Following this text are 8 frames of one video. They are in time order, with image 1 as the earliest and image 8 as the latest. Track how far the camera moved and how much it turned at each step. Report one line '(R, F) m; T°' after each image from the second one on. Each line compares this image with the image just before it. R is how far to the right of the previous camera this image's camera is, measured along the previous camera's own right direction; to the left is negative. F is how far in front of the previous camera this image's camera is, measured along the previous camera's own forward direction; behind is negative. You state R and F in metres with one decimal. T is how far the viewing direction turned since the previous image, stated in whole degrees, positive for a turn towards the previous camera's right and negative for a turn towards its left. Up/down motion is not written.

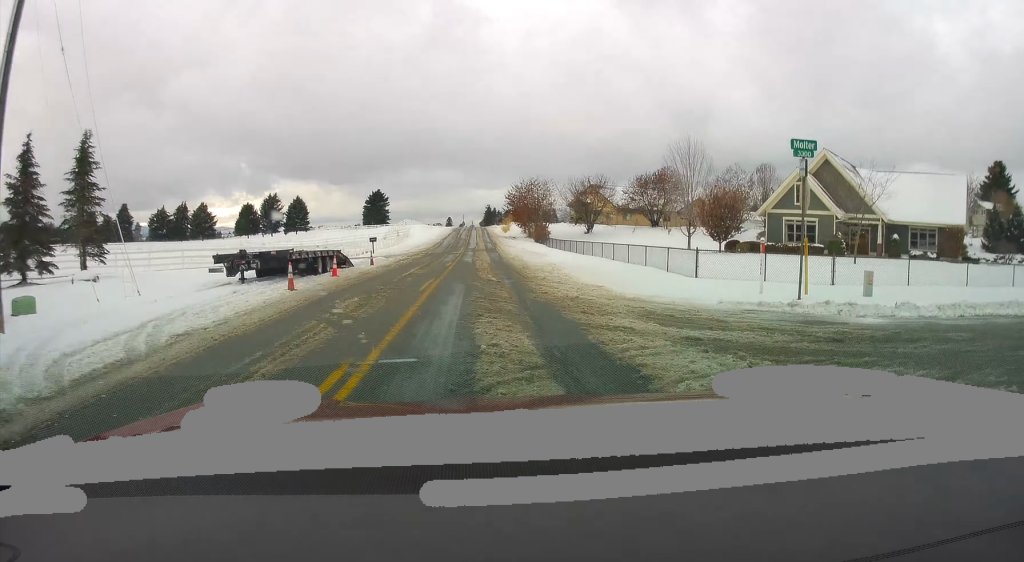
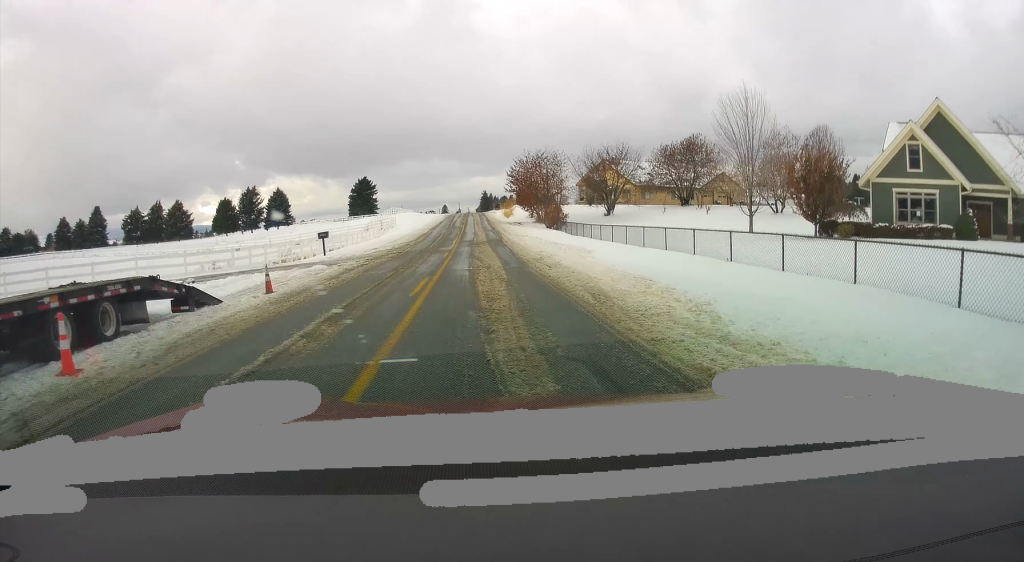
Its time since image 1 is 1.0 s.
(0.0, +14.6) m; 0°
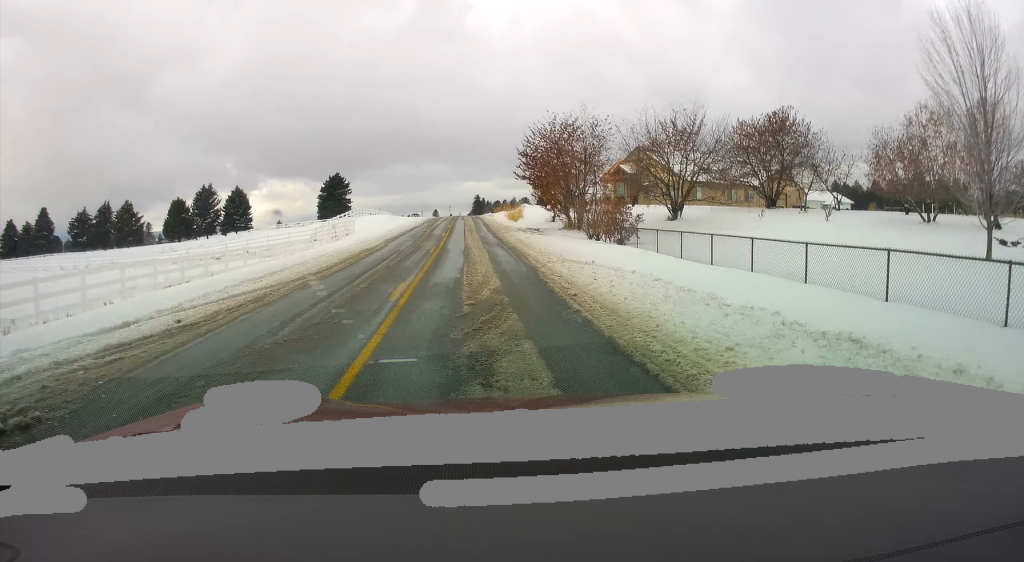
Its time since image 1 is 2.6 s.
(0.0, +25.5) m; 0°
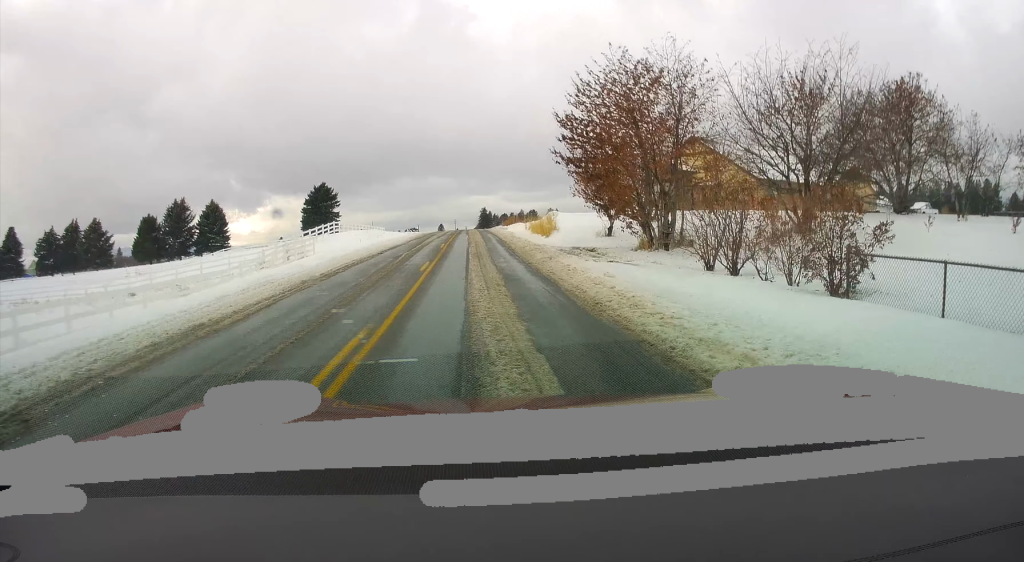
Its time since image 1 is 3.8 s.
(0.0, +18.1) m; 0°
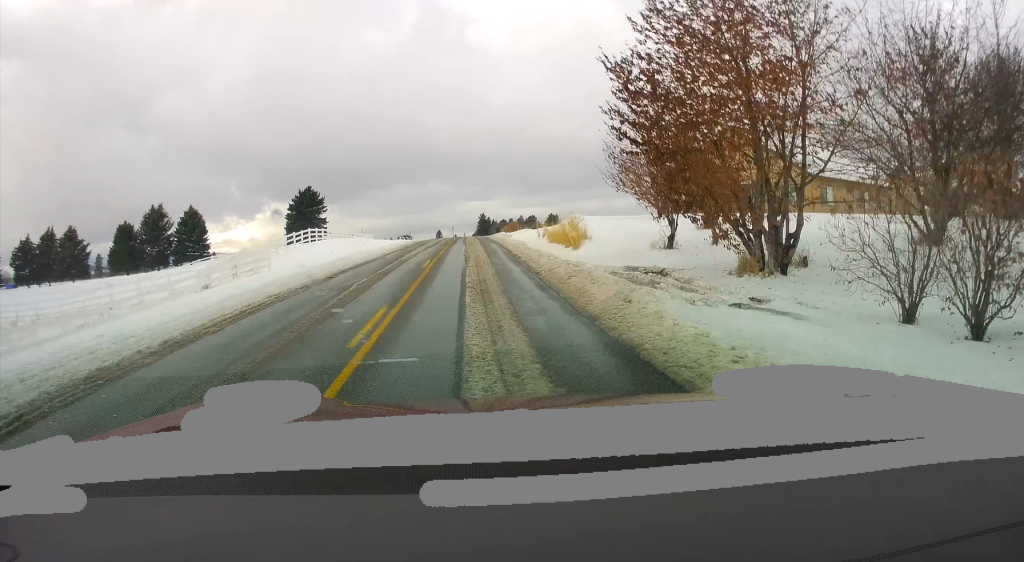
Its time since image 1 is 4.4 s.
(0.0, +9.8) m; 0°
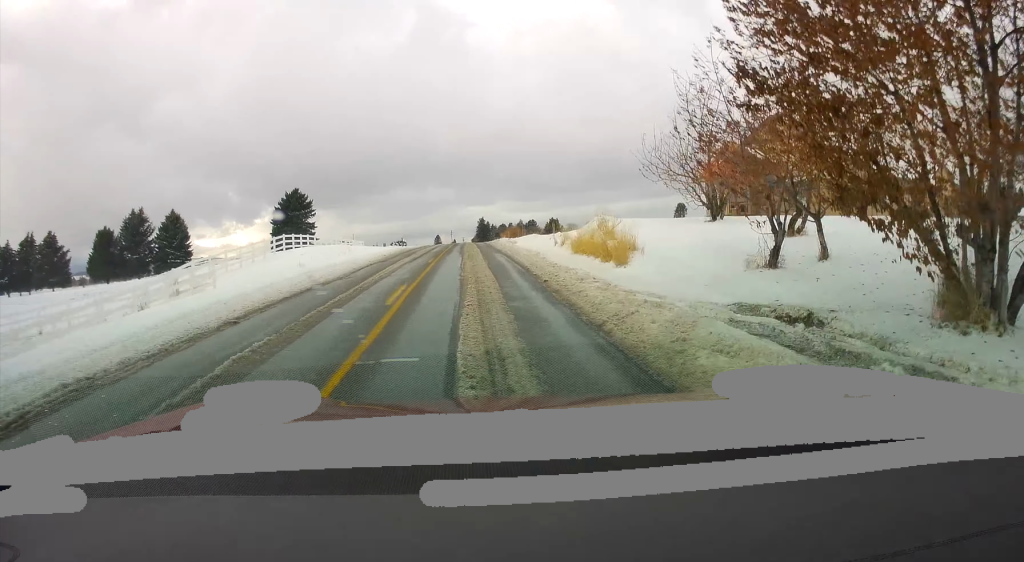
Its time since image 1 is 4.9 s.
(0.0, +7.8) m; 0°
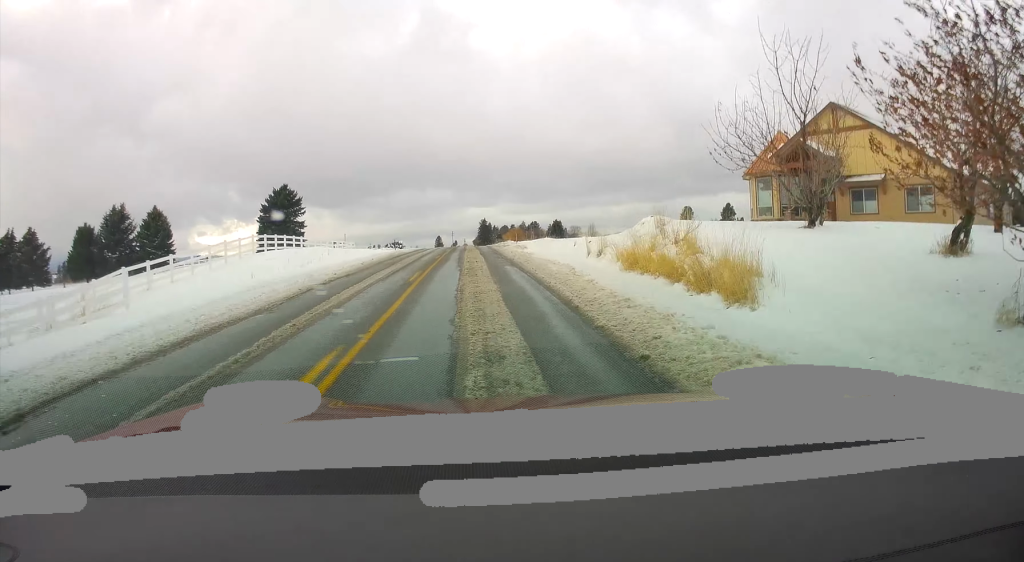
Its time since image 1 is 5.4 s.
(0.0, +7.9) m; -1°
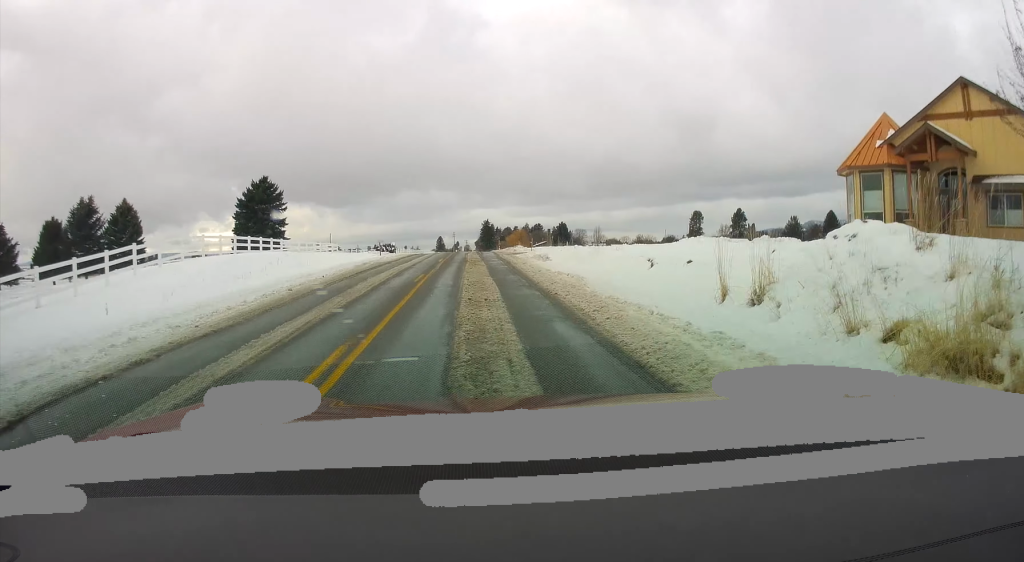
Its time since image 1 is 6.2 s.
(-0.2, +11.9) m; -2°
